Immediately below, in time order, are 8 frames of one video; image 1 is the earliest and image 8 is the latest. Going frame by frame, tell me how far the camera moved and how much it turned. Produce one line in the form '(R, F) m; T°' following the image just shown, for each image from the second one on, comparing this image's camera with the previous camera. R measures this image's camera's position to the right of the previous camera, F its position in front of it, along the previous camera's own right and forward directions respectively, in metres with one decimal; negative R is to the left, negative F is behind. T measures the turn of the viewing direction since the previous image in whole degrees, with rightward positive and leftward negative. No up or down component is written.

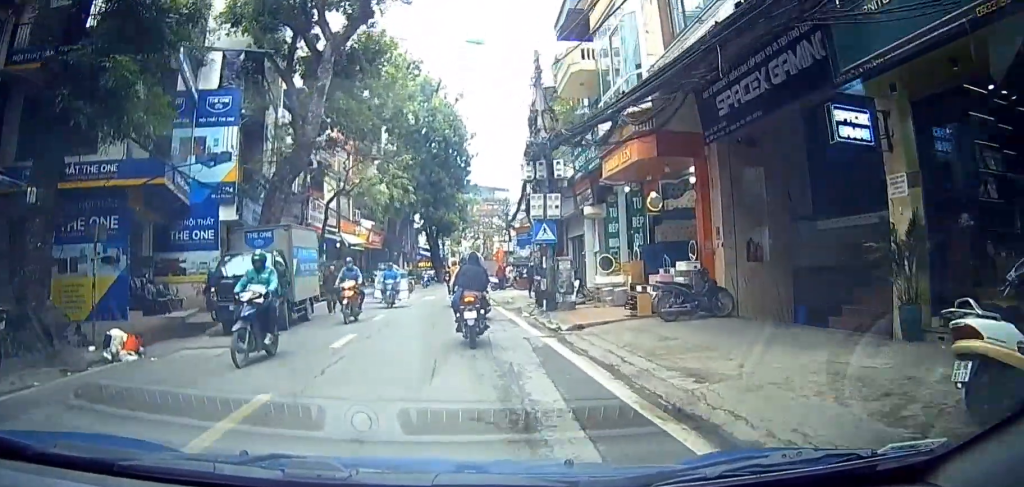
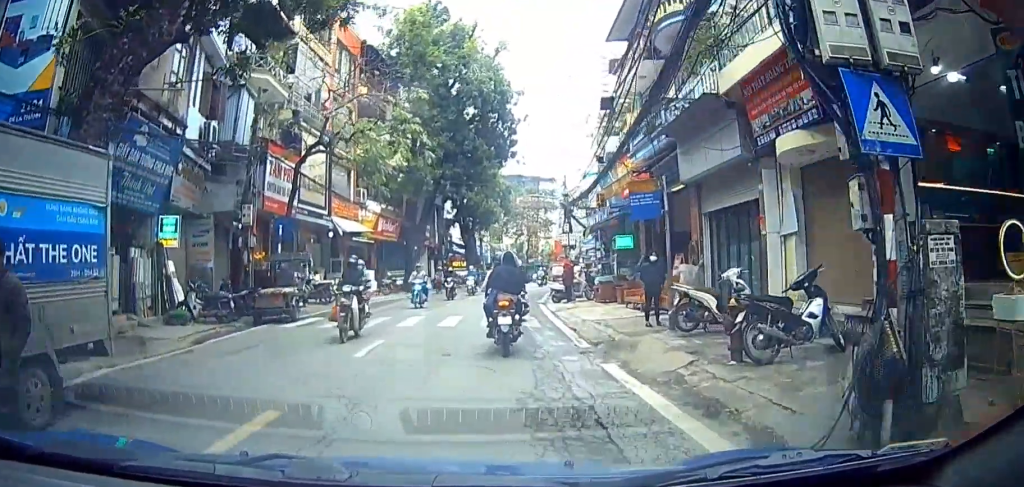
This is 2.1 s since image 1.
(+0.7, +10.8) m; -4°
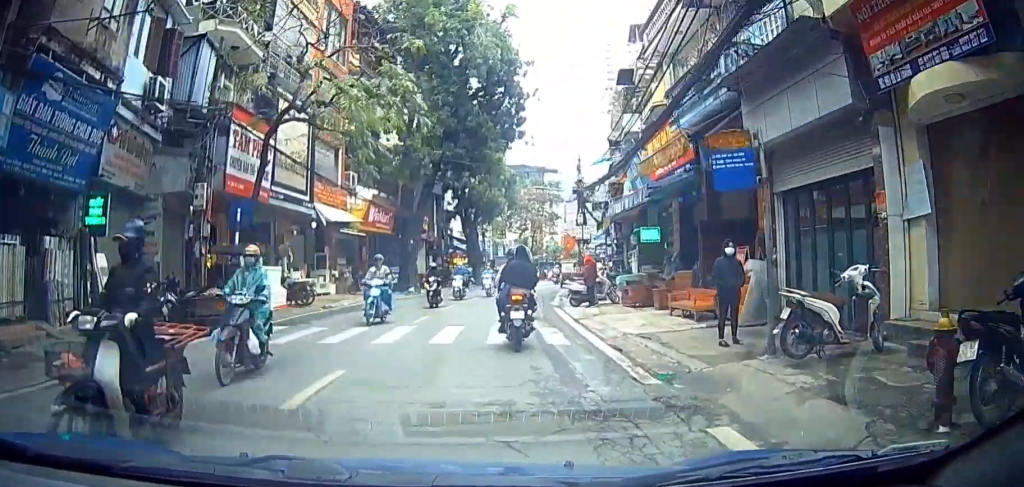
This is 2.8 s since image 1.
(0.0, +3.2) m; -8°
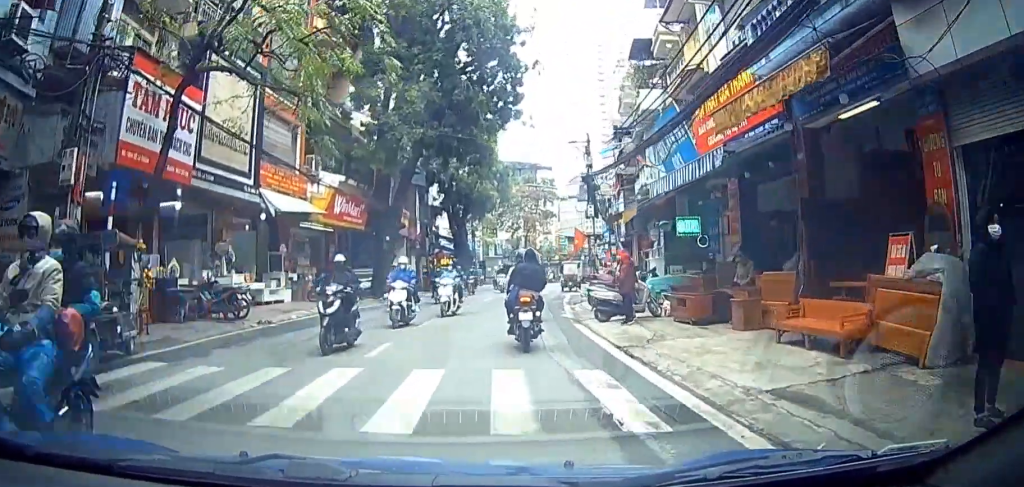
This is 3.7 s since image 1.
(-0.9, +4.7) m; -2°
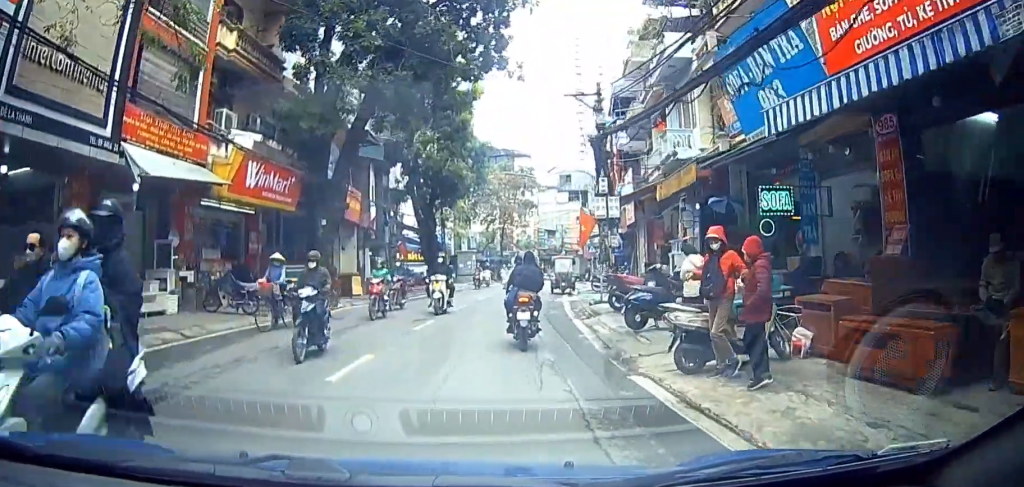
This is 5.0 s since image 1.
(+1.2, +6.9) m; +13°
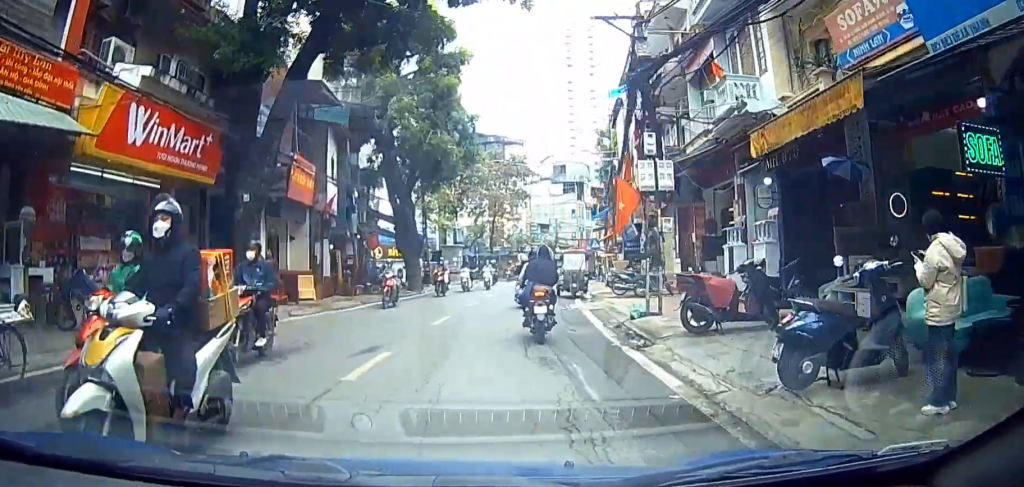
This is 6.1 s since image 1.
(+0.4, +6.7) m; +6°
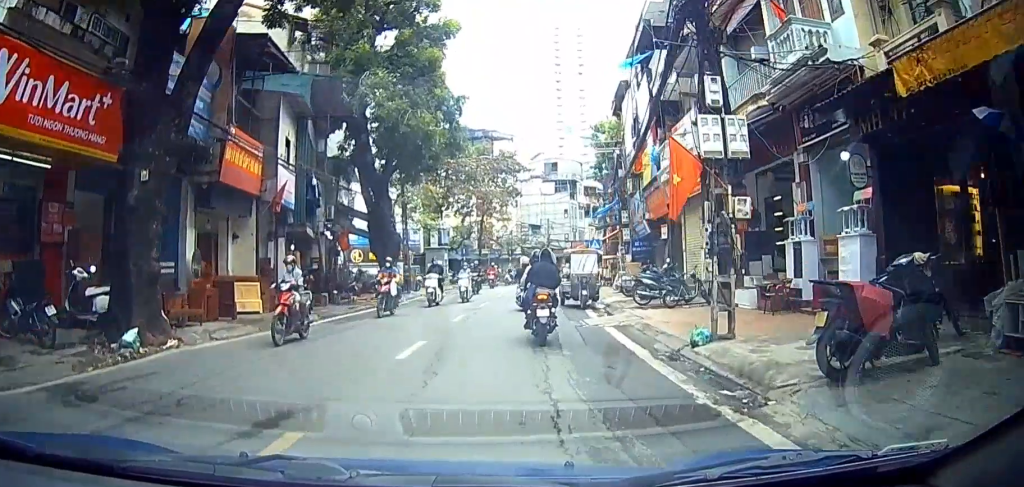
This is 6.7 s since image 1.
(+0.2, +4.1) m; +1°
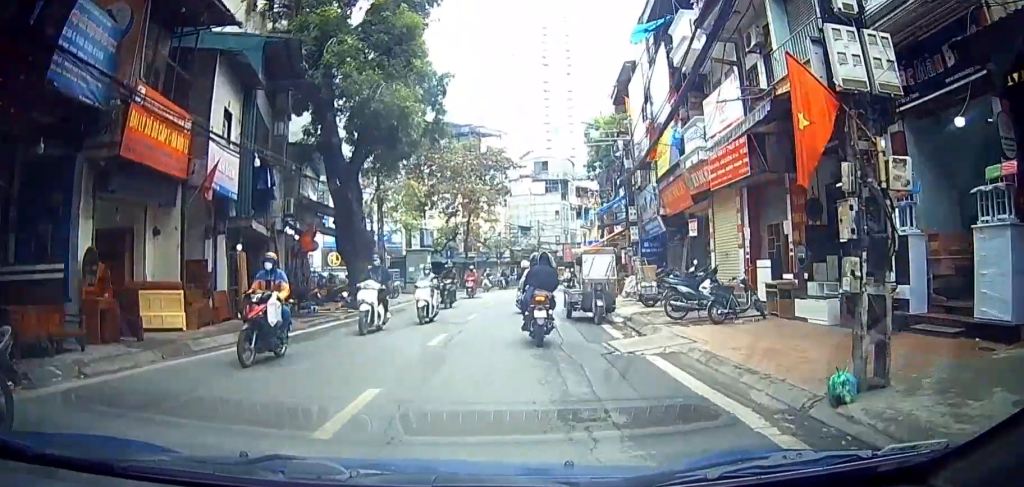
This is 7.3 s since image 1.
(0.0, +3.9) m; -5°
